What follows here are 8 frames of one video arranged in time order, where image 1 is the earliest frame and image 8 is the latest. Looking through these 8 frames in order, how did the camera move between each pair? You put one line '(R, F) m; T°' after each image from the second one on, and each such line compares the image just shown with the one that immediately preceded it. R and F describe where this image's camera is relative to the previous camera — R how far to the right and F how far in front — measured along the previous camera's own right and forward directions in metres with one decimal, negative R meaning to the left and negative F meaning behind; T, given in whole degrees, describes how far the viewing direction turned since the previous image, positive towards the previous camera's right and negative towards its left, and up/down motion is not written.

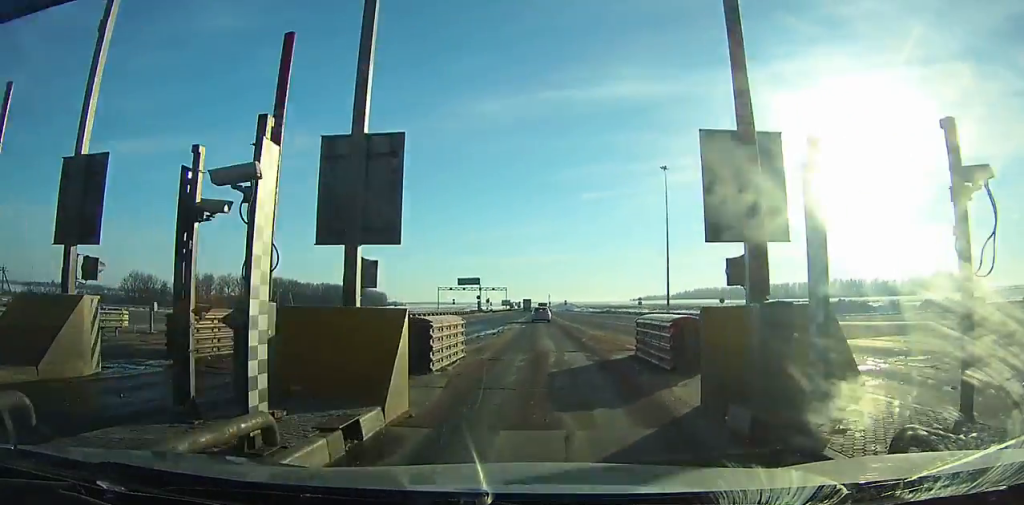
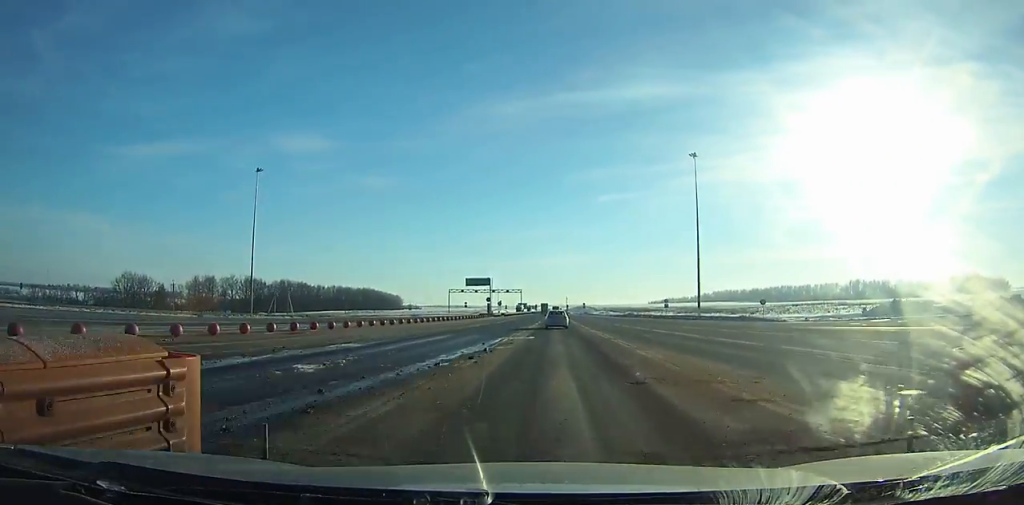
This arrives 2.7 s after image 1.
(+1.0, +14.1) m; +4°
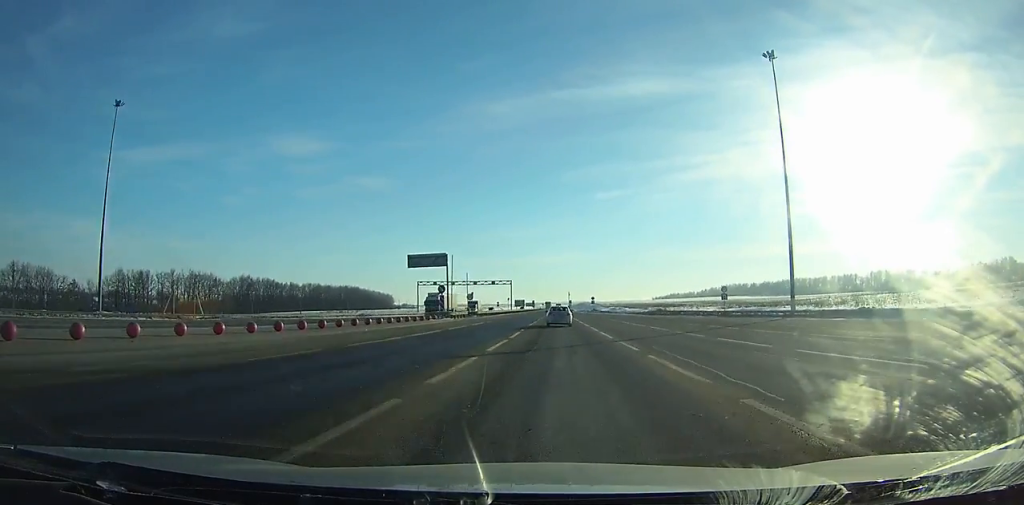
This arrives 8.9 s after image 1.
(-0.5, +47.6) m; -2°
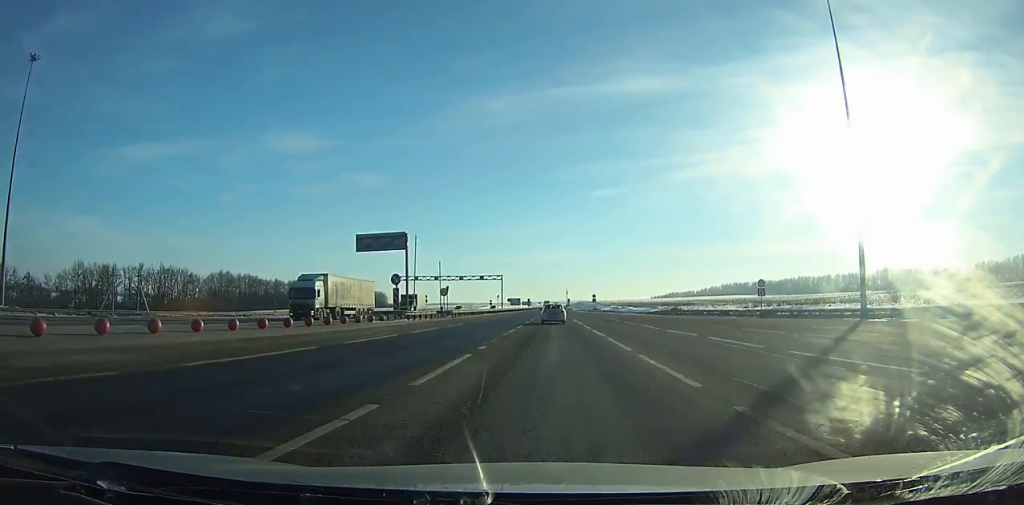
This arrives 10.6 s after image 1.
(-0.2, +18.9) m; -1°
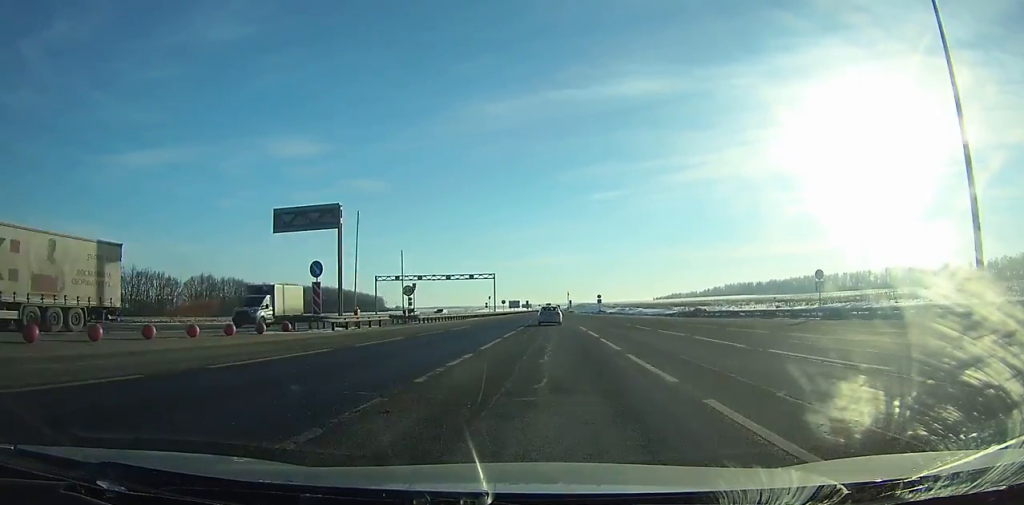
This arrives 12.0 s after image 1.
(0.0, +15.7) m; -1°
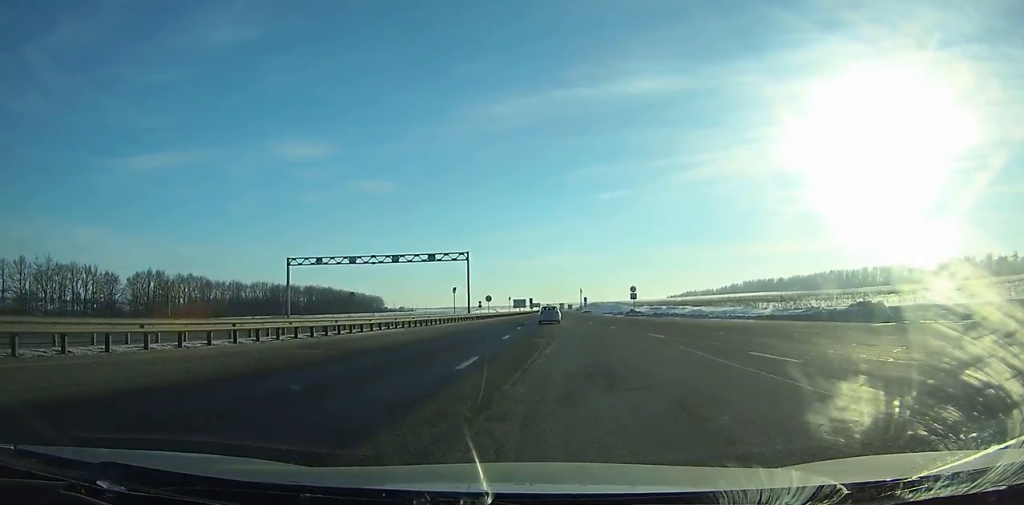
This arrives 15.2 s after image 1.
(-0.6, +43.6) m; -1°
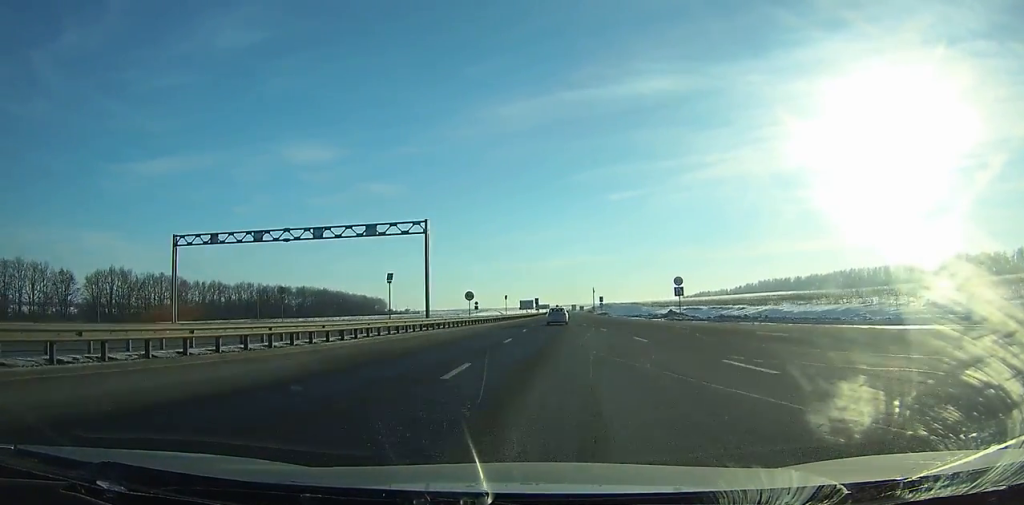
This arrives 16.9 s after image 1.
(-0.3, +26.3) m; 0°
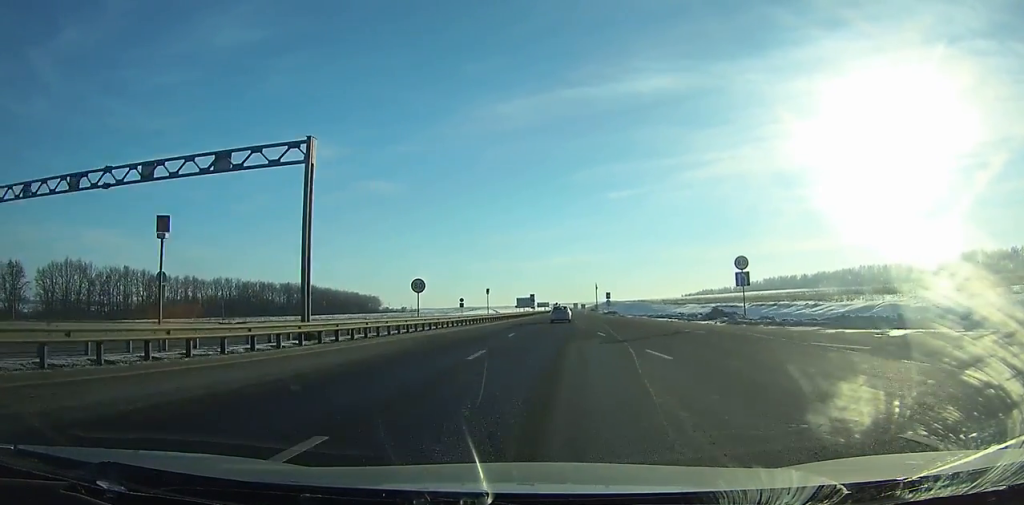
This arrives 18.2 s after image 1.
(-0.1, +20.6) m; 0°
